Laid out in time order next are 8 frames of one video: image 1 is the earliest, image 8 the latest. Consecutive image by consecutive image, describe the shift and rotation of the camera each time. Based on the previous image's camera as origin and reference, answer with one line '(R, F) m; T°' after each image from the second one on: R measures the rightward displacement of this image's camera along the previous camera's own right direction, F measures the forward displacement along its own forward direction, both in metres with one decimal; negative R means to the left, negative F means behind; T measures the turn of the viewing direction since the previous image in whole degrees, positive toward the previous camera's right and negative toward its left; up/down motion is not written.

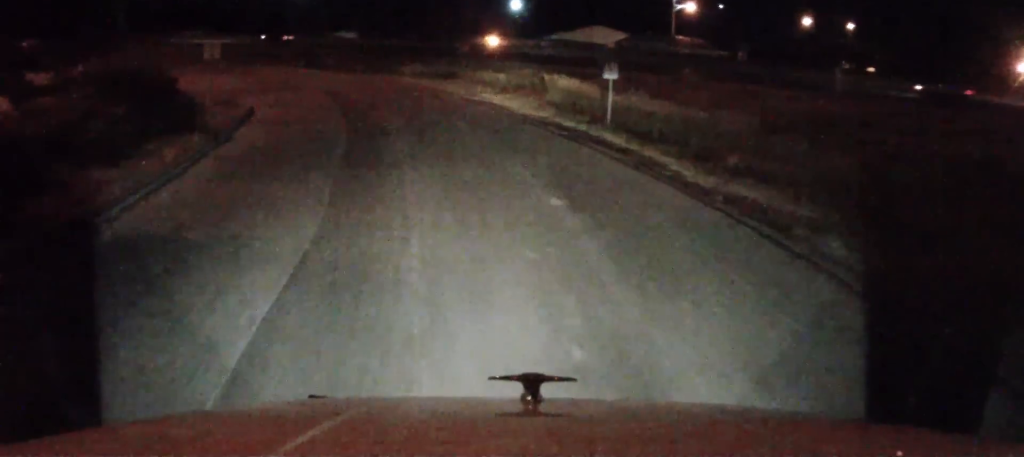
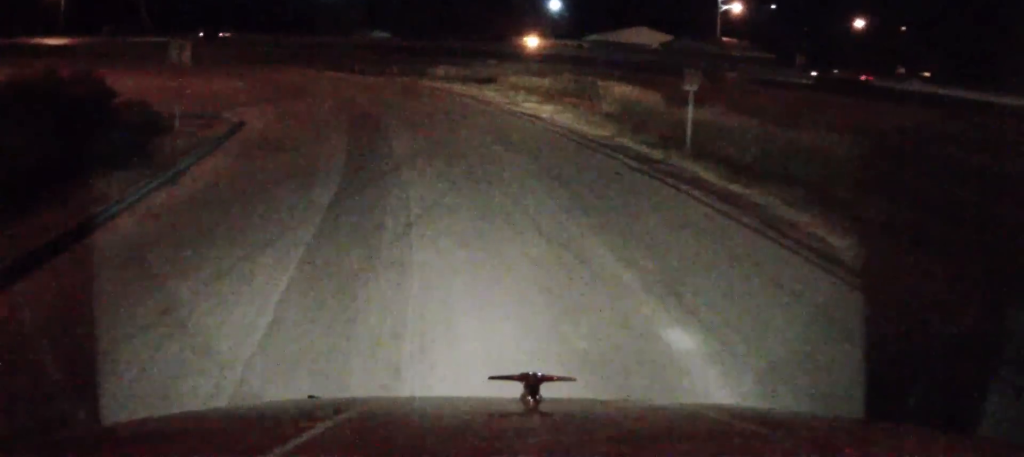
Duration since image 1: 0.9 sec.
(0.0, +6.3) m; -2°
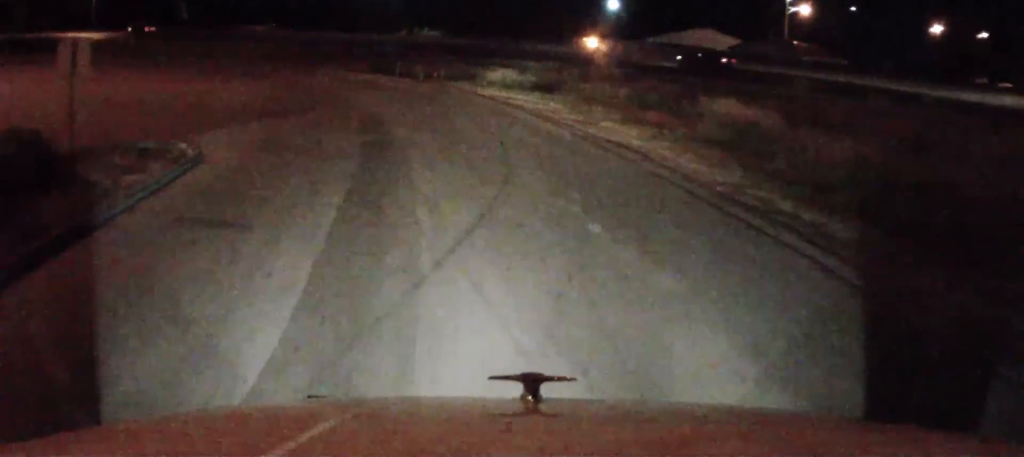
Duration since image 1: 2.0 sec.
(-0.3, +8.7) m; -5°
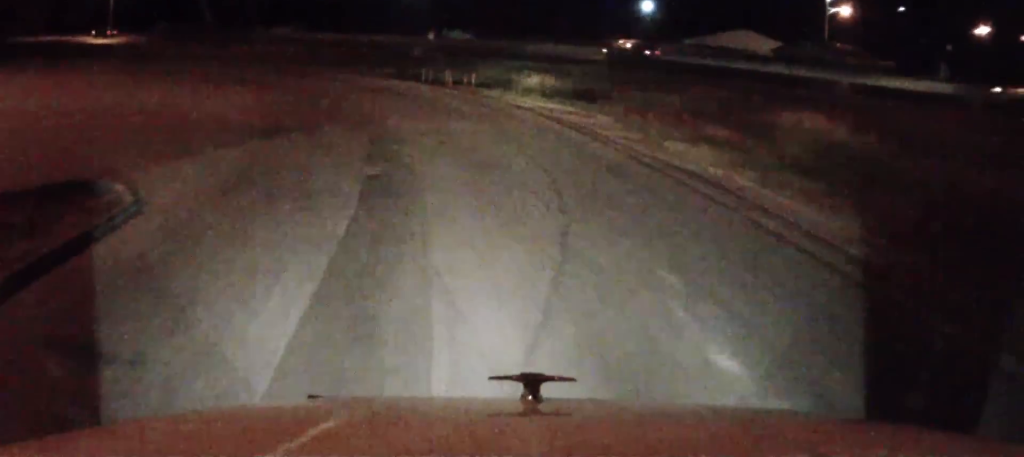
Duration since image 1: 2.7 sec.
(-0.2, +5.1) m; -3°
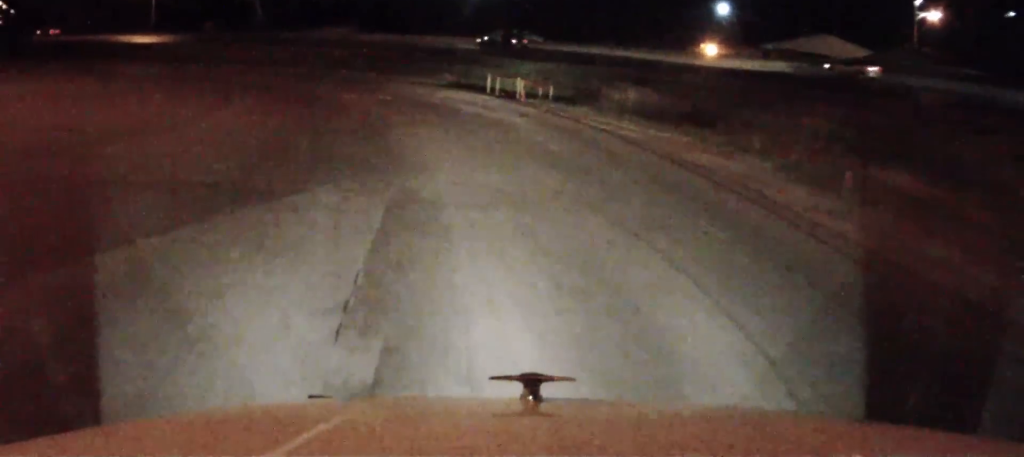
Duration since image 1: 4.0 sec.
(-0.4, +10.1) m; -4°
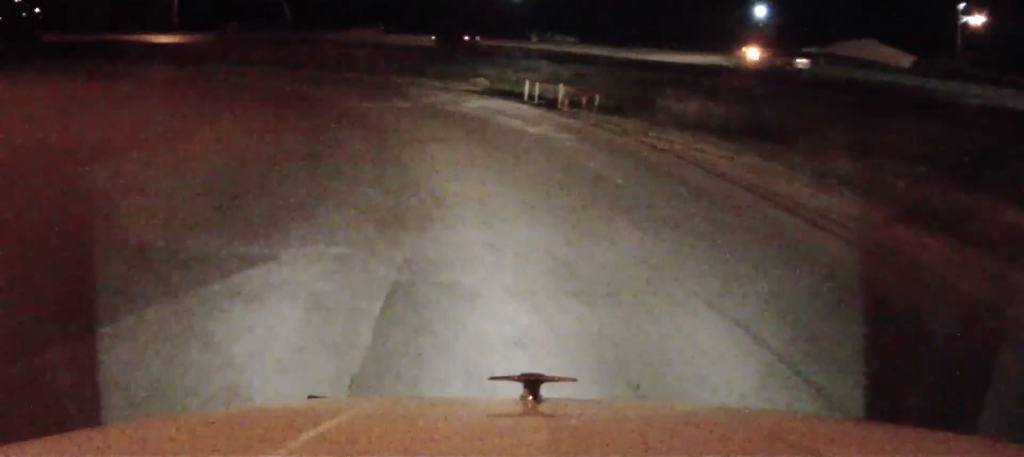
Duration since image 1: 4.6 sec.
(-0.1, +4.5) m; -2°
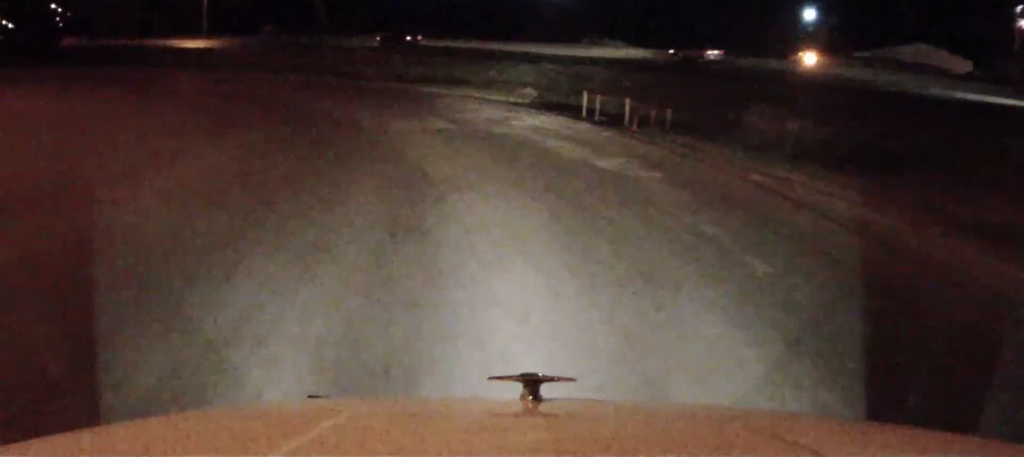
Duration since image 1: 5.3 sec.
(-0.1, +5.9) m; -3°
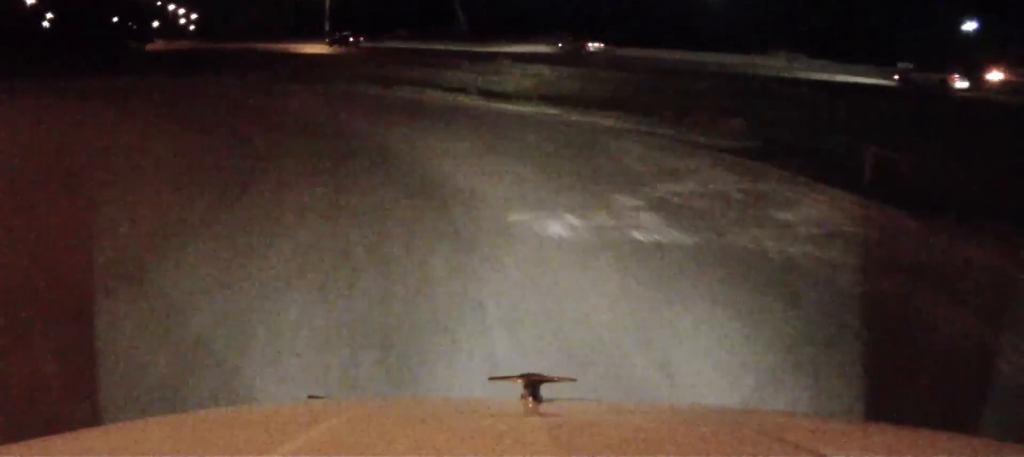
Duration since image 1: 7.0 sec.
(-0.8, +13.5) m; -8°
